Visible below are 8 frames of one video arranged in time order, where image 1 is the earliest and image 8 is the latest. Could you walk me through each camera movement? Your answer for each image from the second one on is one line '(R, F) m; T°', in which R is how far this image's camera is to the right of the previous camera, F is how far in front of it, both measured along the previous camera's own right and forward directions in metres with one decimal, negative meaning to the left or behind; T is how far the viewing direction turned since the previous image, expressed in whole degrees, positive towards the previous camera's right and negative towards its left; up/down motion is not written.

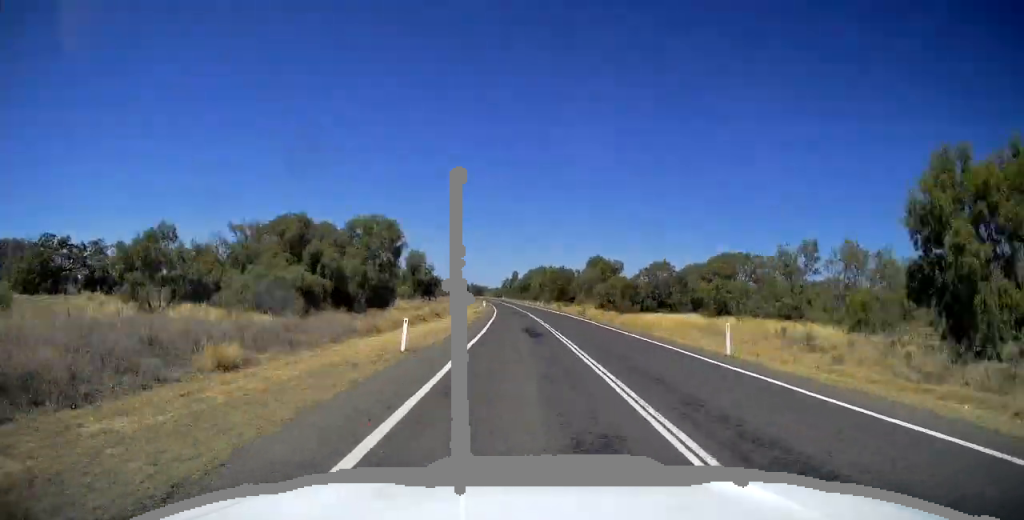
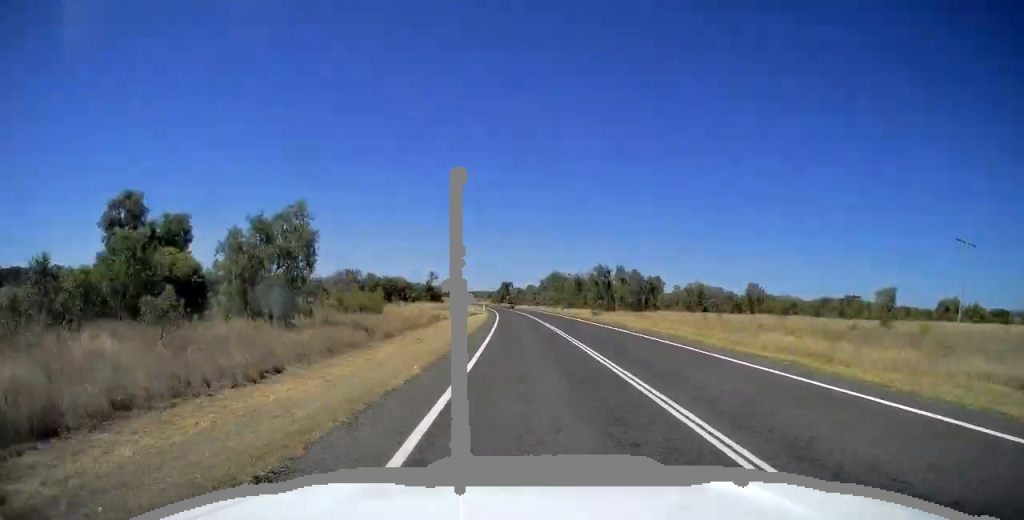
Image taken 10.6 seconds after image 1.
(-19.3, +294.8) m; -10°
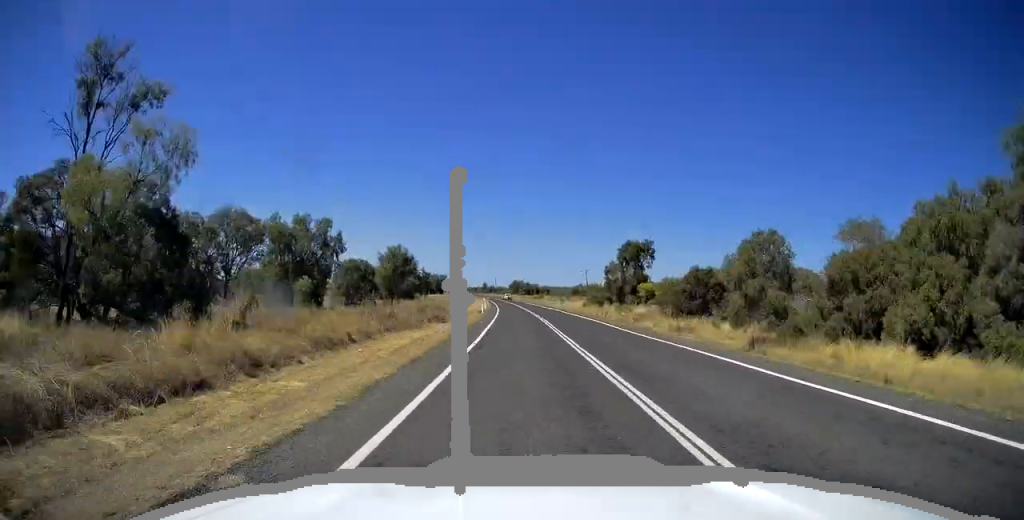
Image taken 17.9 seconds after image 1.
(-14.3, +206.1) m; -7°
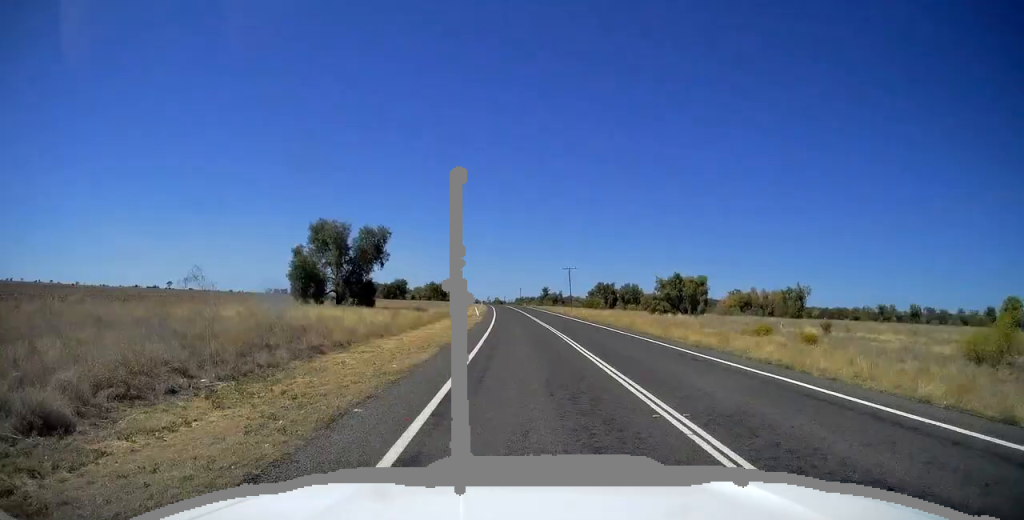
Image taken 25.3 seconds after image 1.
(-12.9, +206.4) m; -5°
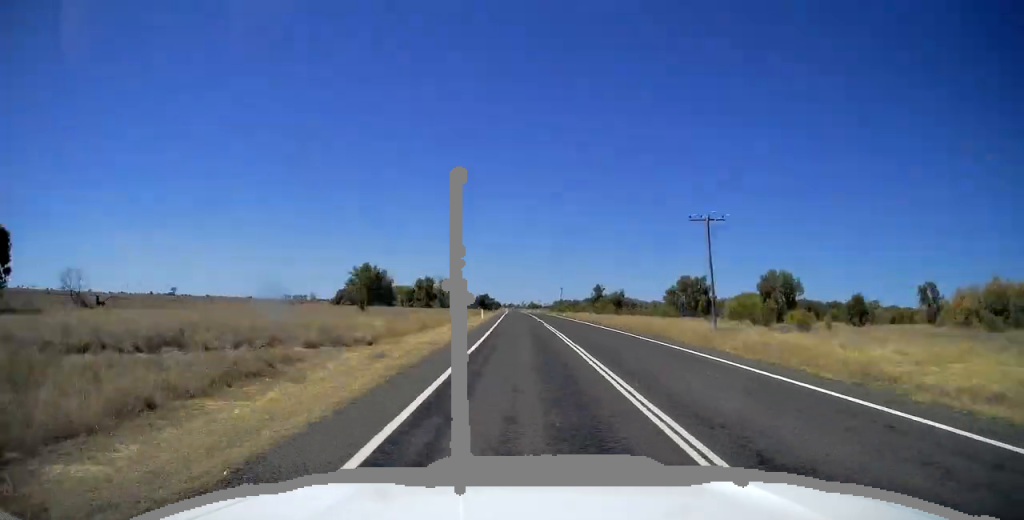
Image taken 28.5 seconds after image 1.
(-2.6, +90.0) m; -1°
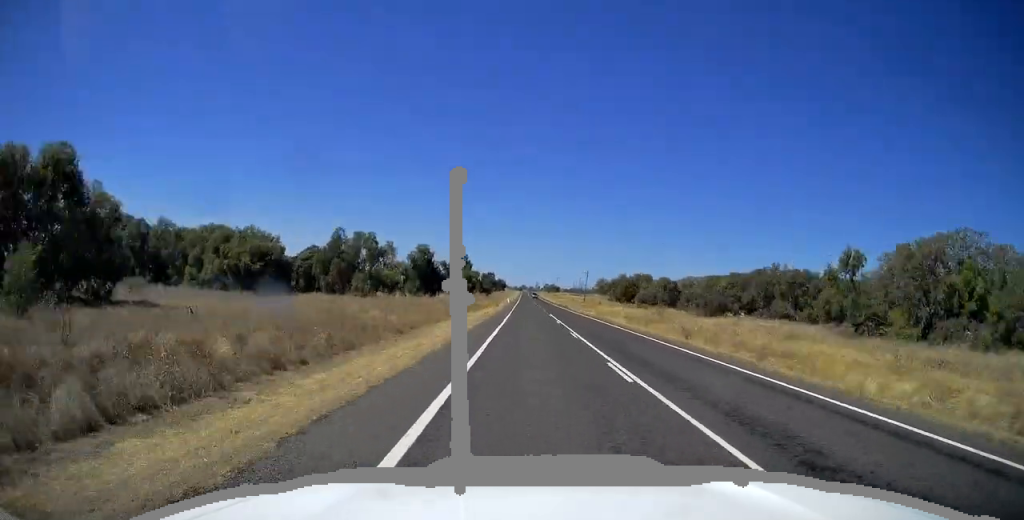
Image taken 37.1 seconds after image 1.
(-6.6, +243.2) m; -2°
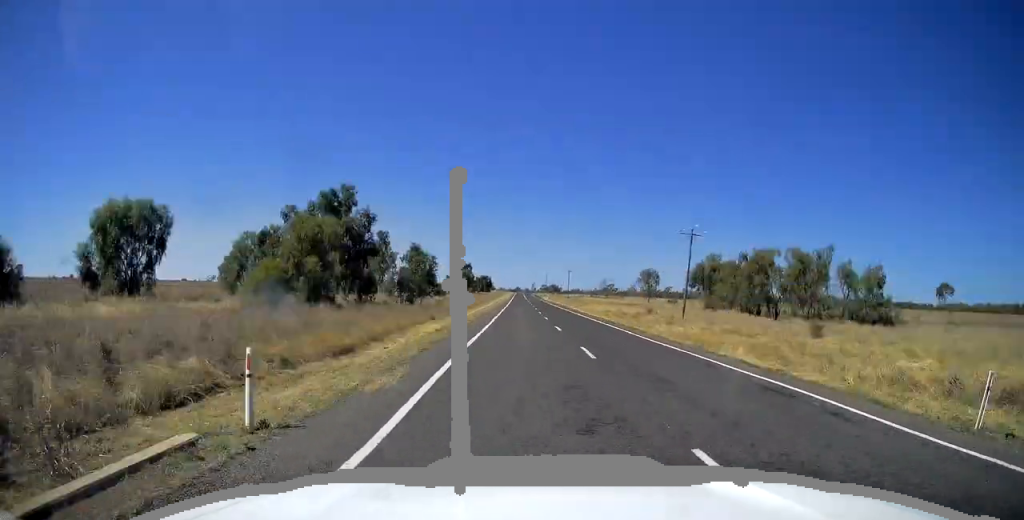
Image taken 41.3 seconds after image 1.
(-0.6, +117.2) m; 0°
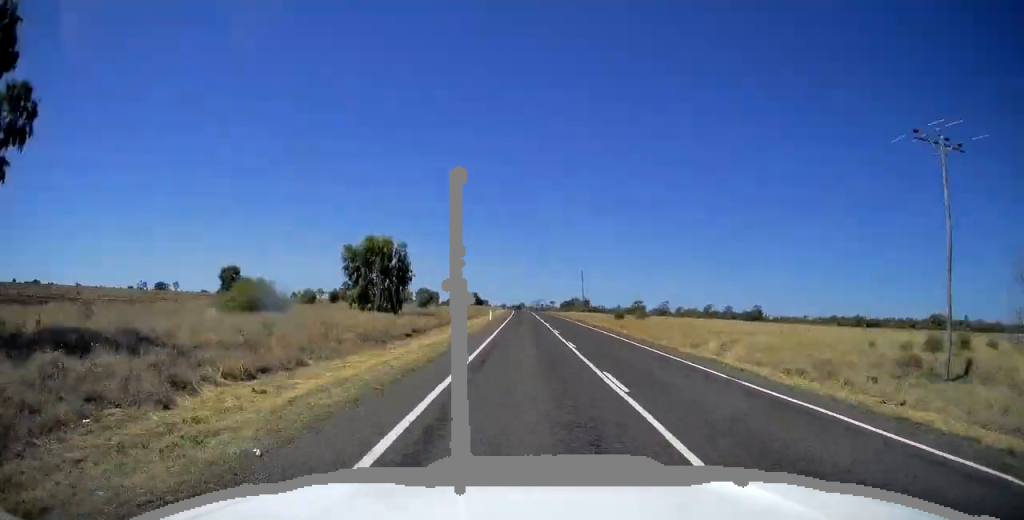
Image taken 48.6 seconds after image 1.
(+0.6, +207.4) m; -1°
